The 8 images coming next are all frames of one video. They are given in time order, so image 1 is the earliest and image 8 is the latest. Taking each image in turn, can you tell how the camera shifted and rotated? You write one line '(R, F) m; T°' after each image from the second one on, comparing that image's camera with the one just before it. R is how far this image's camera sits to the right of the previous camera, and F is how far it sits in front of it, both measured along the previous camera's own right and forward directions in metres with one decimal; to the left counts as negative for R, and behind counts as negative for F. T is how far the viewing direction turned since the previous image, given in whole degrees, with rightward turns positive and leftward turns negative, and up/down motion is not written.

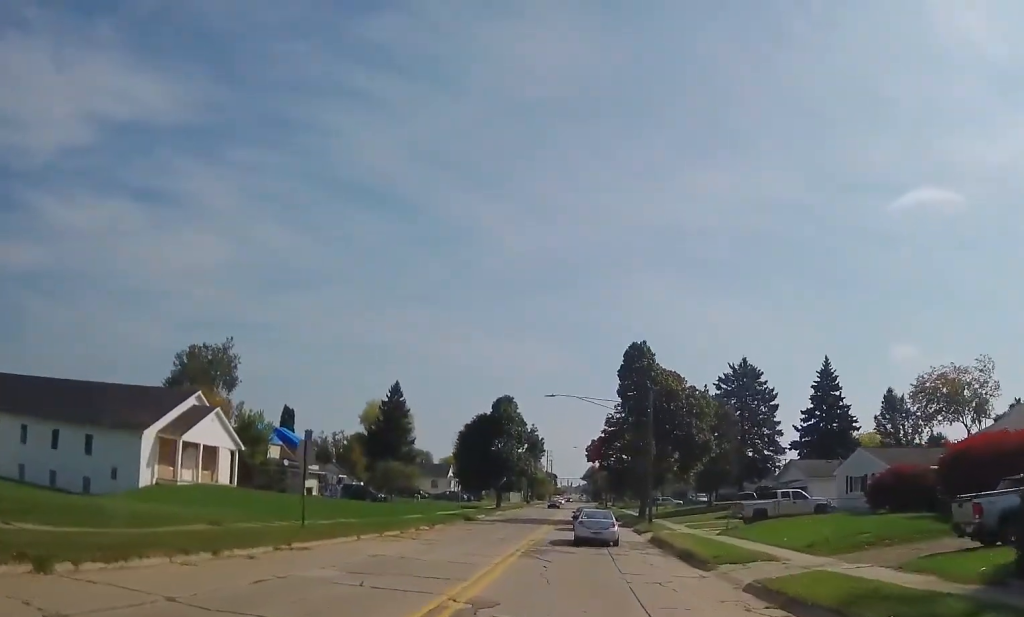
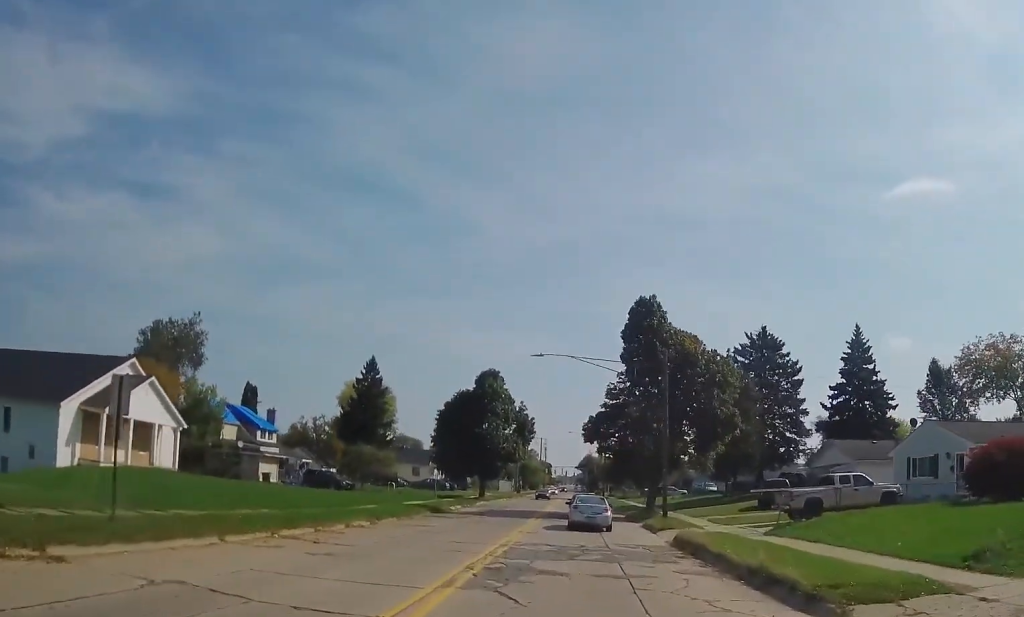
(0.0, +9.6) m; 0°
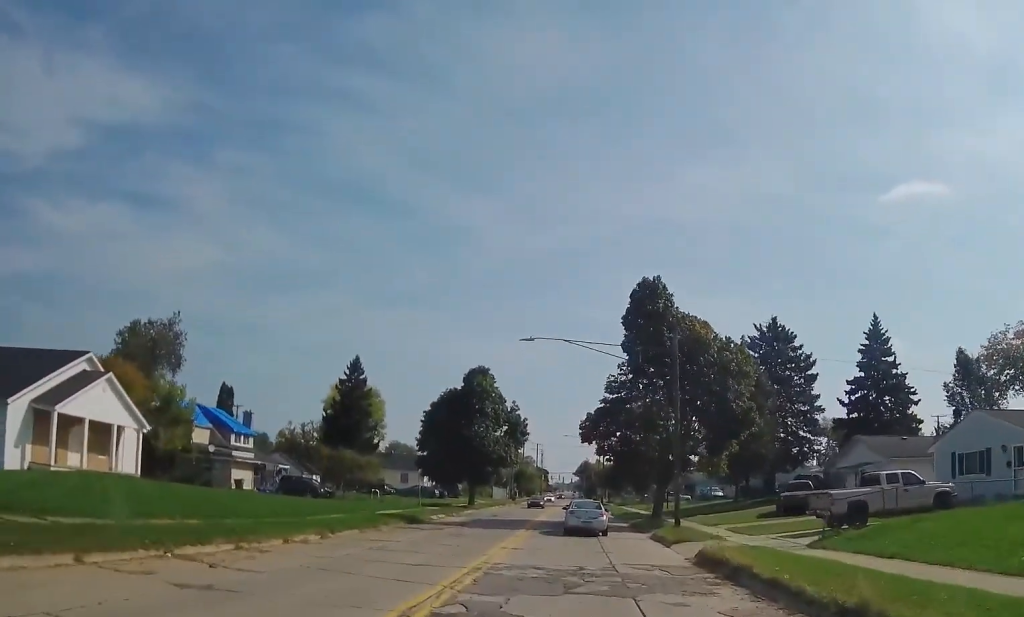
(0.0, +5.0) m; 0°
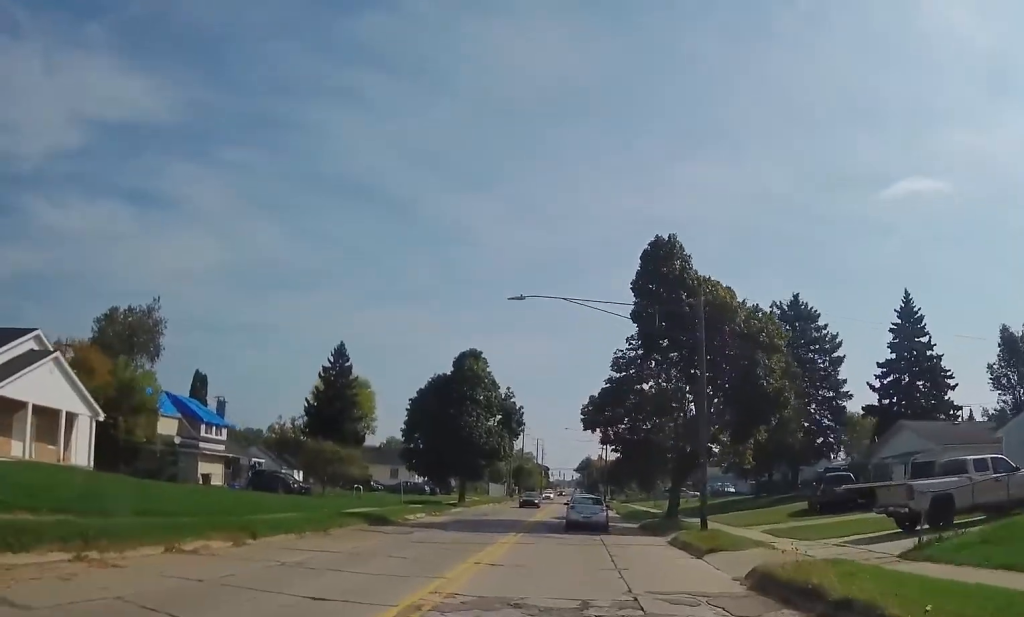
(0.0, +6.0) m; 0°
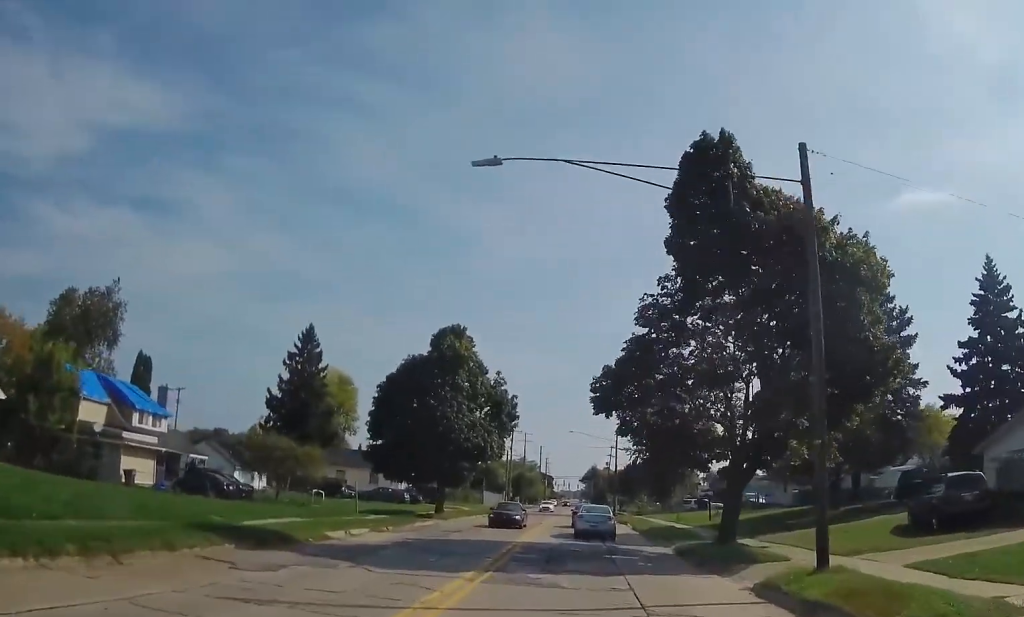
(0.0, +11.3) m; +3°
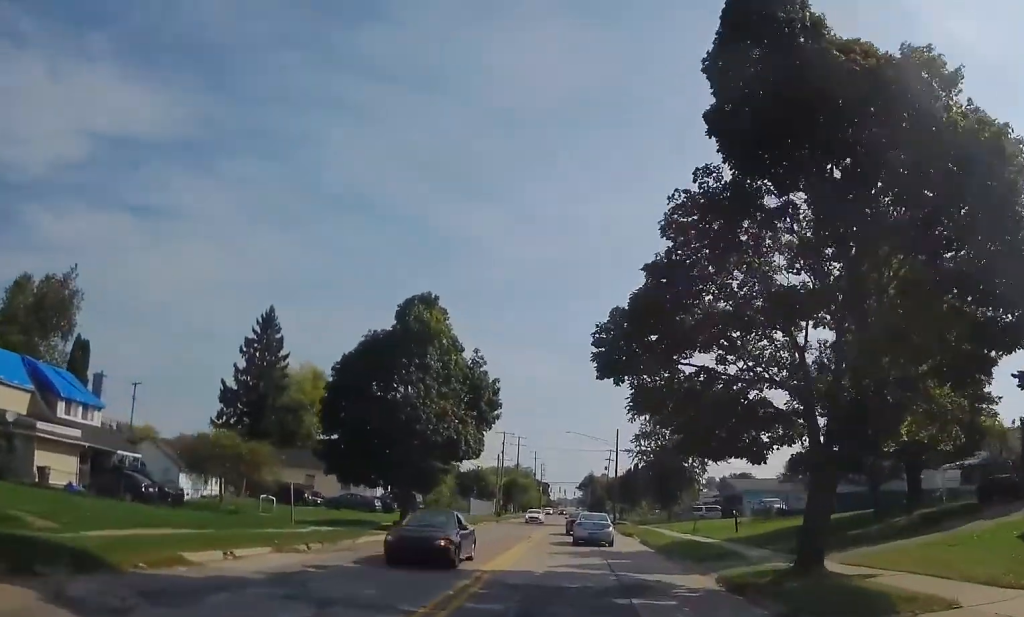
(+0.5, +8.6) m; 0°
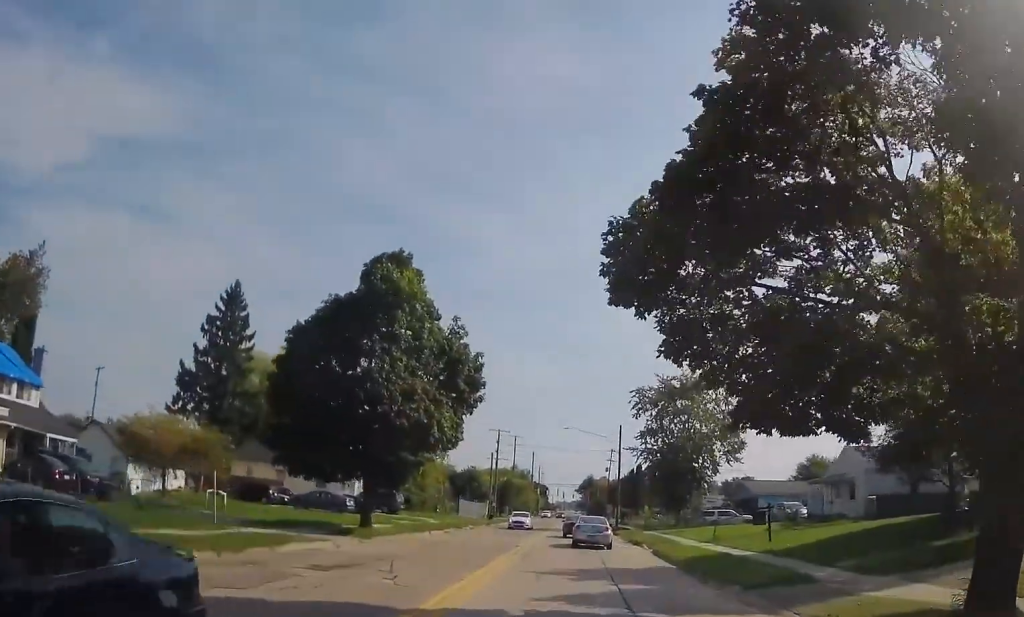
(-0.3, +6.8) m; -2°
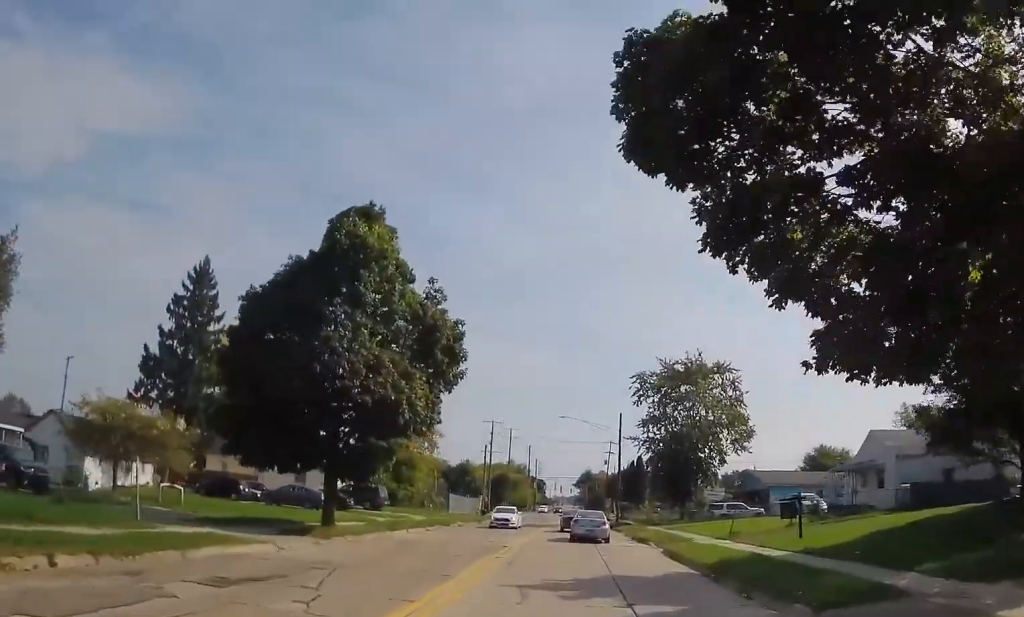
(-0.1, +4.6) m; -1°
